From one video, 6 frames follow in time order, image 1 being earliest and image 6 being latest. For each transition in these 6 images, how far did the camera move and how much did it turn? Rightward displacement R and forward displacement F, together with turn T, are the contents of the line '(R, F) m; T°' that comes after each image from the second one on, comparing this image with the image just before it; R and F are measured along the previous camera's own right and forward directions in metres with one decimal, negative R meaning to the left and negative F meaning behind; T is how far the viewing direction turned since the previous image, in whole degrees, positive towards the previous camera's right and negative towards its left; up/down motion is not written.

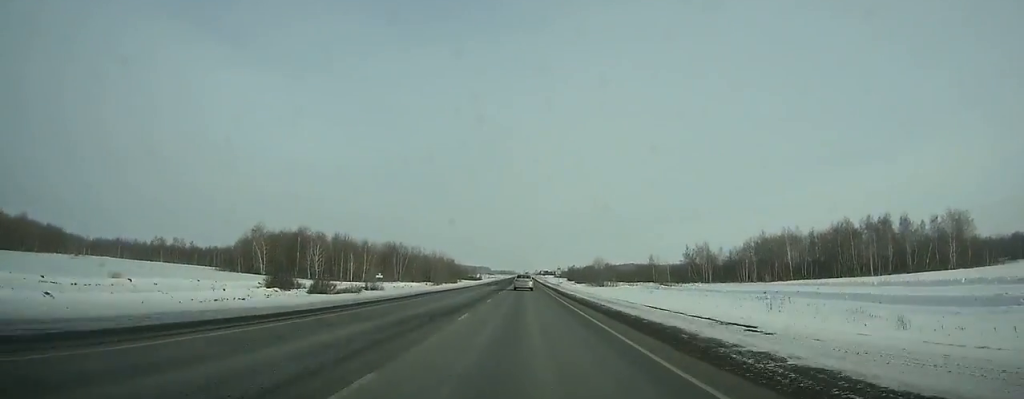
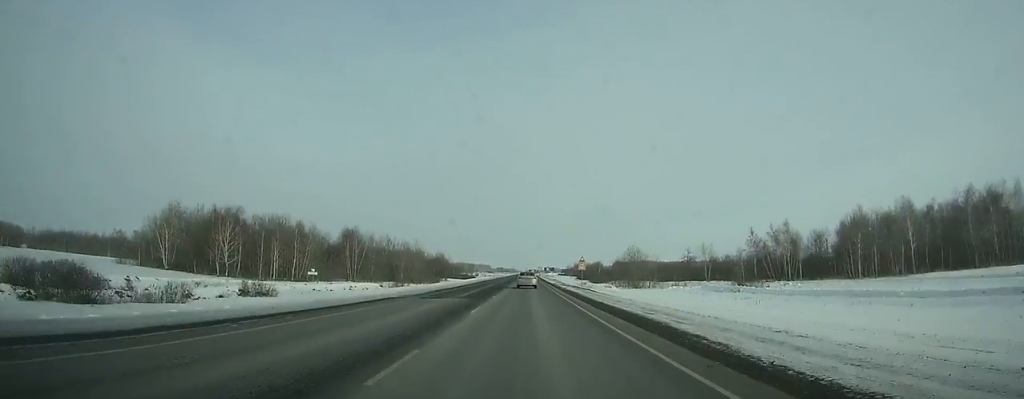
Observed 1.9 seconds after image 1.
(0.0, +44.7) m; 0°
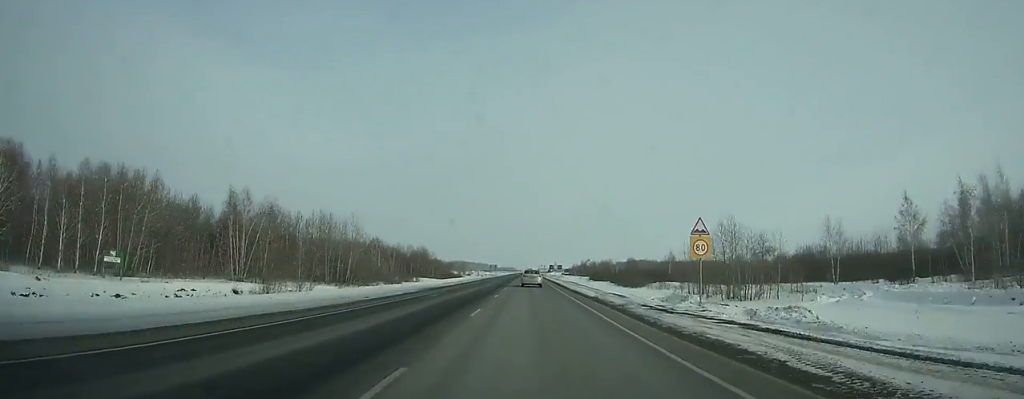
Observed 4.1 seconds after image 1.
(-0.1, +50.2) m; 0°
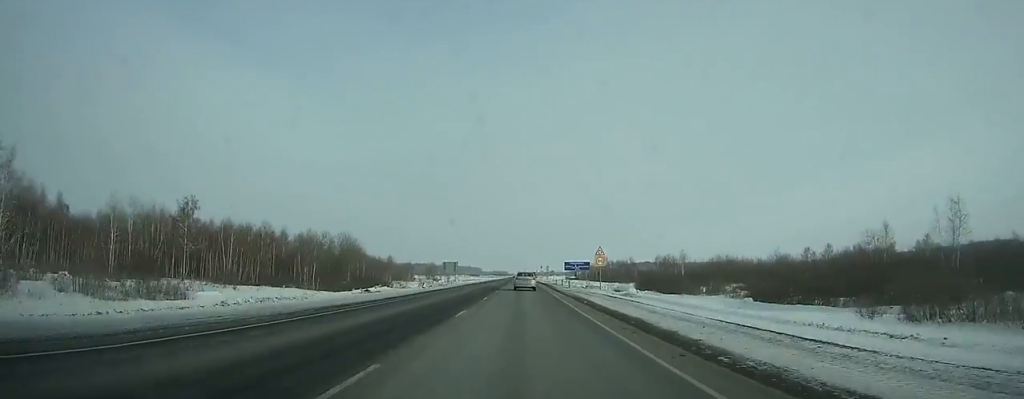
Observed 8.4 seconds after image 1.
(+0.3, +94.5) m; 0°
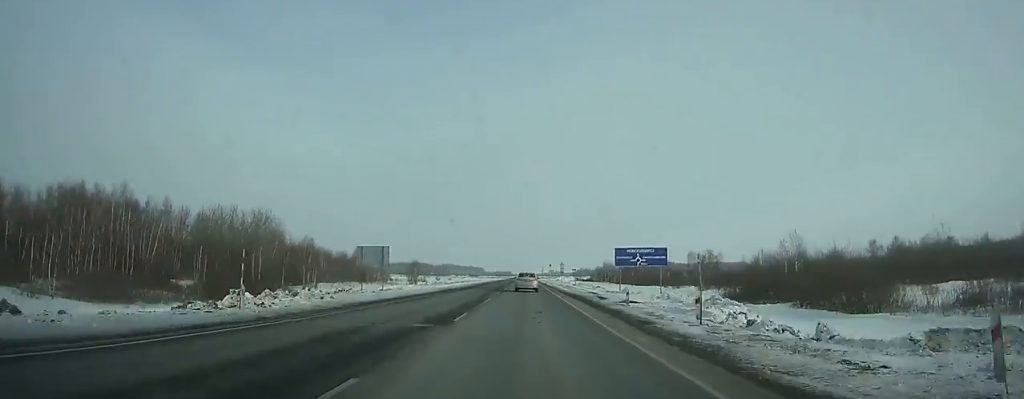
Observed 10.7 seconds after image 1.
(-0.1, +48.6) m; 0°
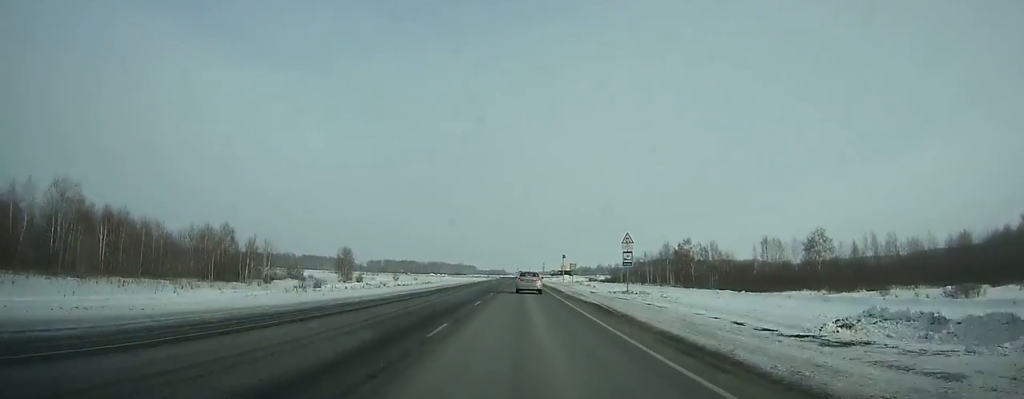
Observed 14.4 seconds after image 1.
(0.0, +73.3) m; 0°
